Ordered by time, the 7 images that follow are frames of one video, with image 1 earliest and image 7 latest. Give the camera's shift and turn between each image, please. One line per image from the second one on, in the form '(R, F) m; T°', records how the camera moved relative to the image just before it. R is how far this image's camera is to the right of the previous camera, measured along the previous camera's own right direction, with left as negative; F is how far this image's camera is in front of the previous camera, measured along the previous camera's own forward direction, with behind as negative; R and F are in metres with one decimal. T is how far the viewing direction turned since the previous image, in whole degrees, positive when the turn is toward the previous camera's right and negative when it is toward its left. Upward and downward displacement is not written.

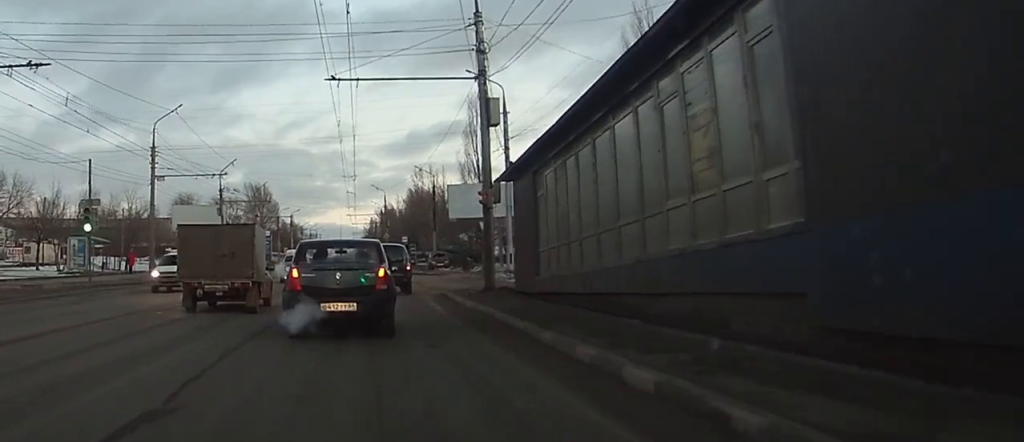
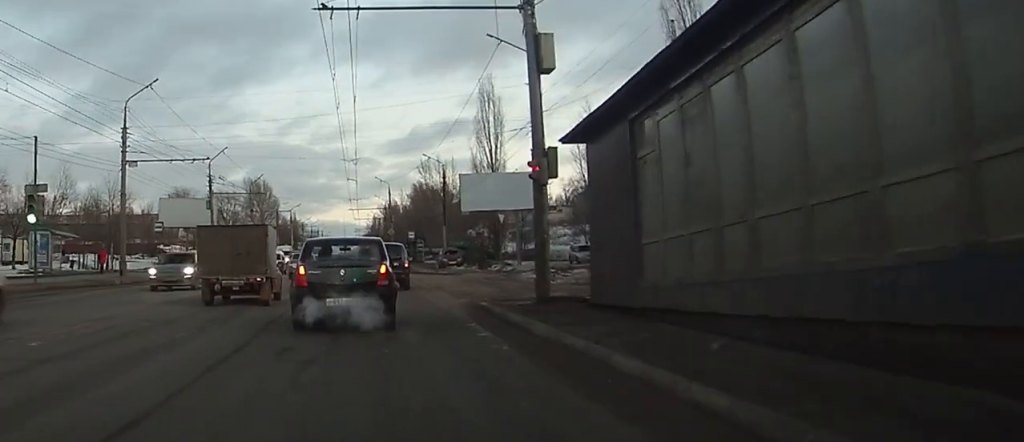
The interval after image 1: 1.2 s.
(-0.2, +8.4) m; 0°
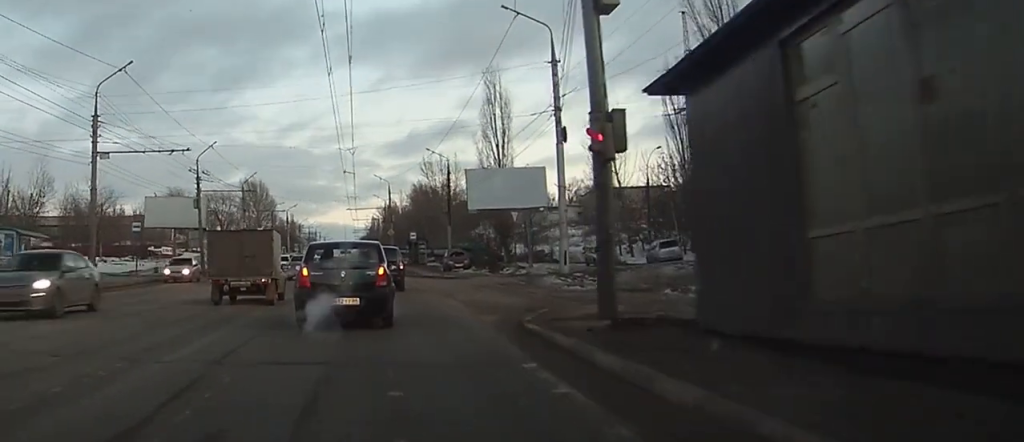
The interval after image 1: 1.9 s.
(+0.1, +5.8) m; +1°
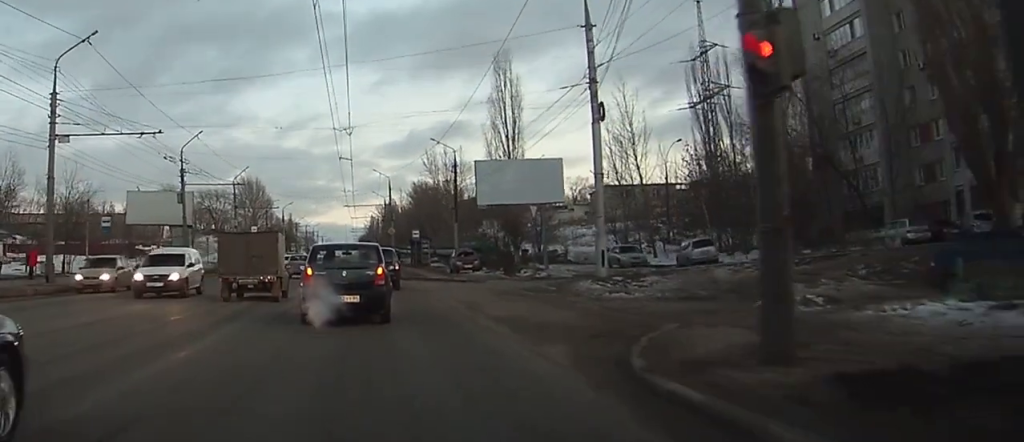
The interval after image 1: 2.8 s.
(0.0, +6.6) m; 0°
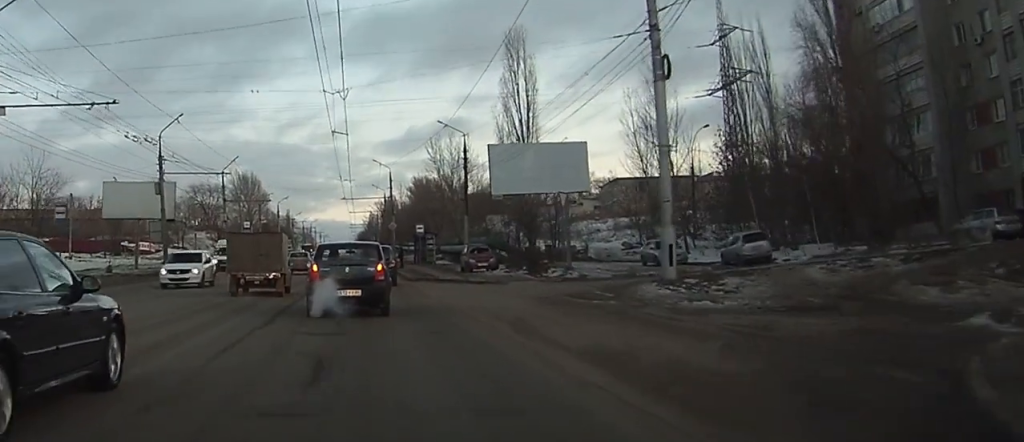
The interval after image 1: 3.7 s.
(0.0, +7.4) m; 0°
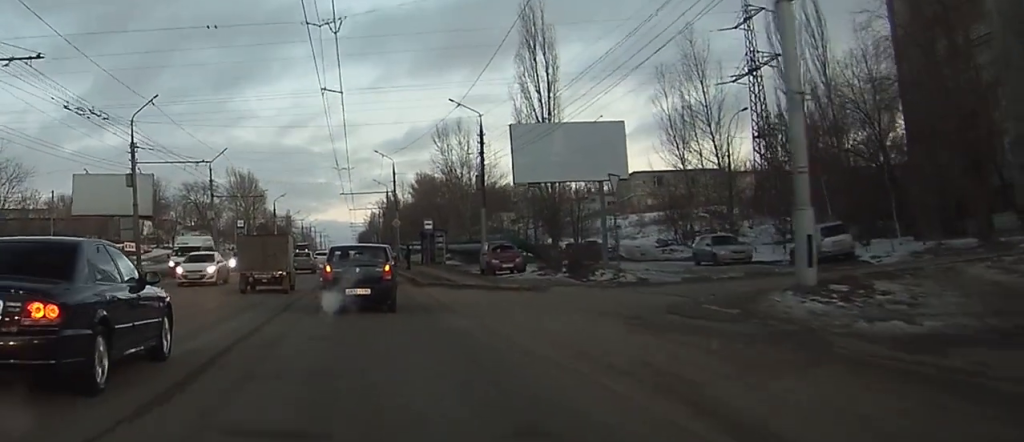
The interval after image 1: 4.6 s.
(-0.1, +8.0) m; -1°
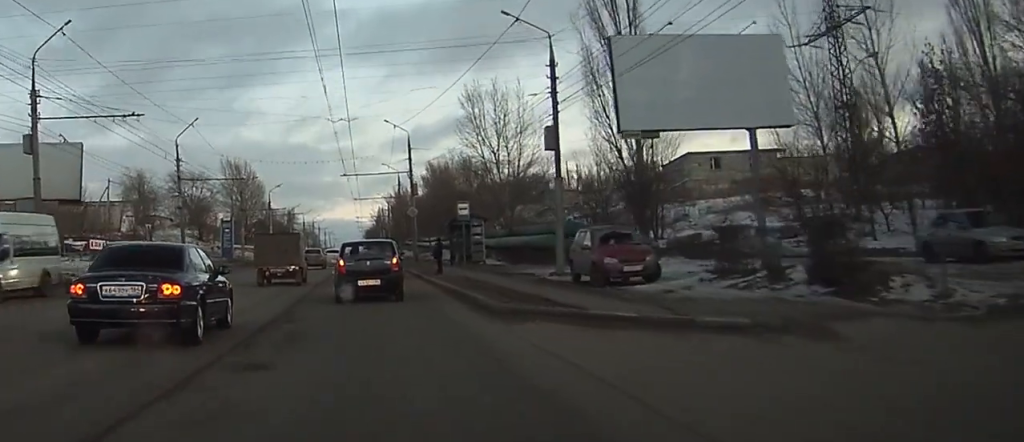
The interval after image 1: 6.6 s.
(-0.1, +18.6) m; 0°
